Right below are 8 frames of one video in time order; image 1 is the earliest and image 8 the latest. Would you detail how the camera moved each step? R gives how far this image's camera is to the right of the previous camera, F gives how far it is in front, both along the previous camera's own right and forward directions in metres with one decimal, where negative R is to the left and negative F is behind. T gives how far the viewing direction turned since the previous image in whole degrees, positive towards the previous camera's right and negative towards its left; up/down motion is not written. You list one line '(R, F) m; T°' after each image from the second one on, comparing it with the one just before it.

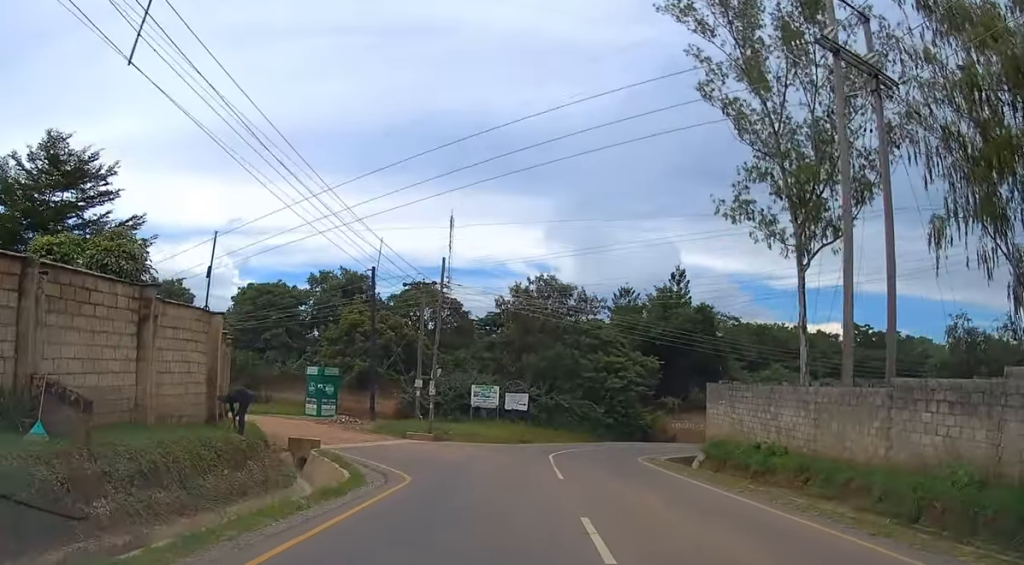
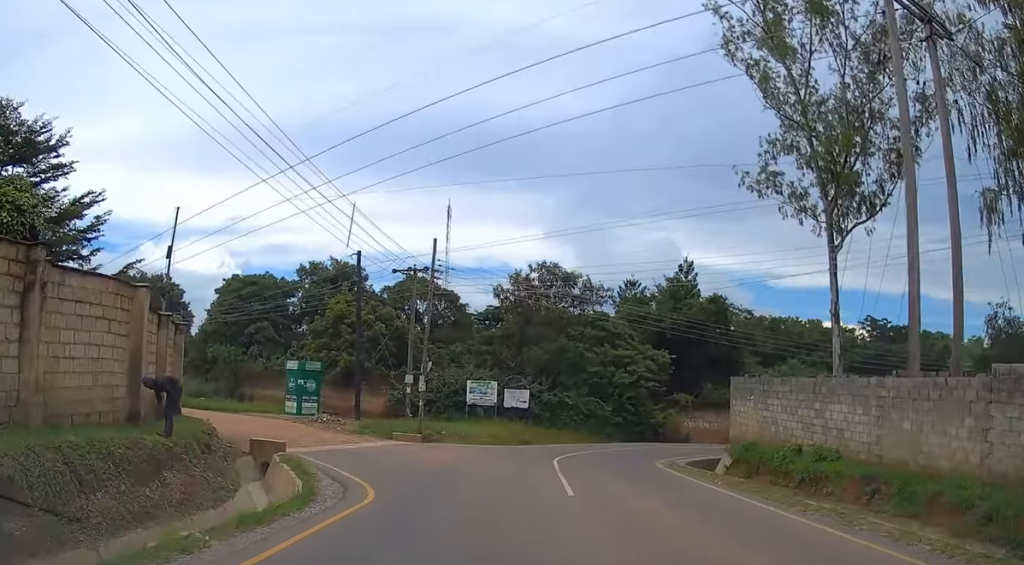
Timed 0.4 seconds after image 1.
(0.0, +3.5) m; -1°
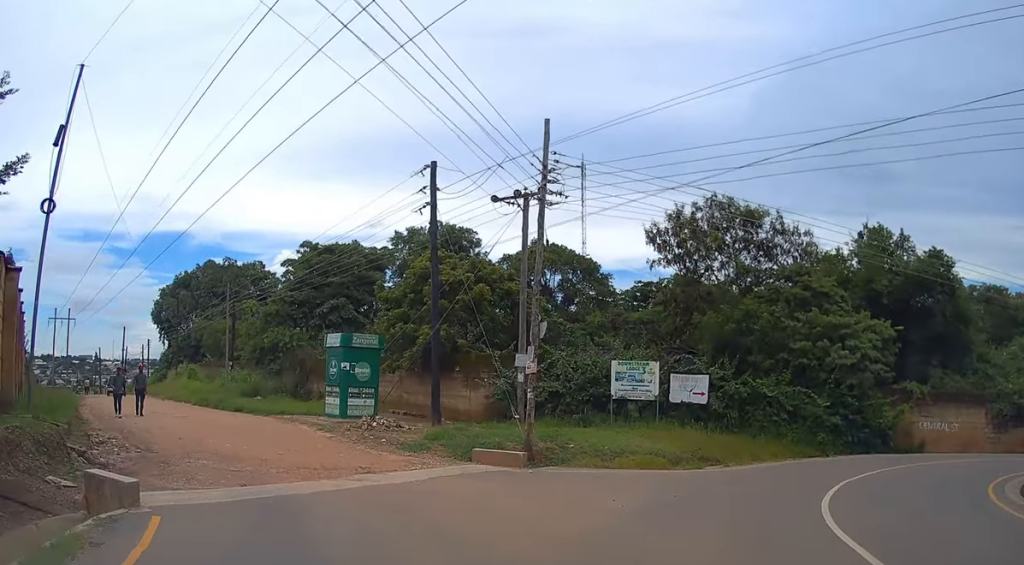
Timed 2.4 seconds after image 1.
(-0.8, +13.7) m; -12°
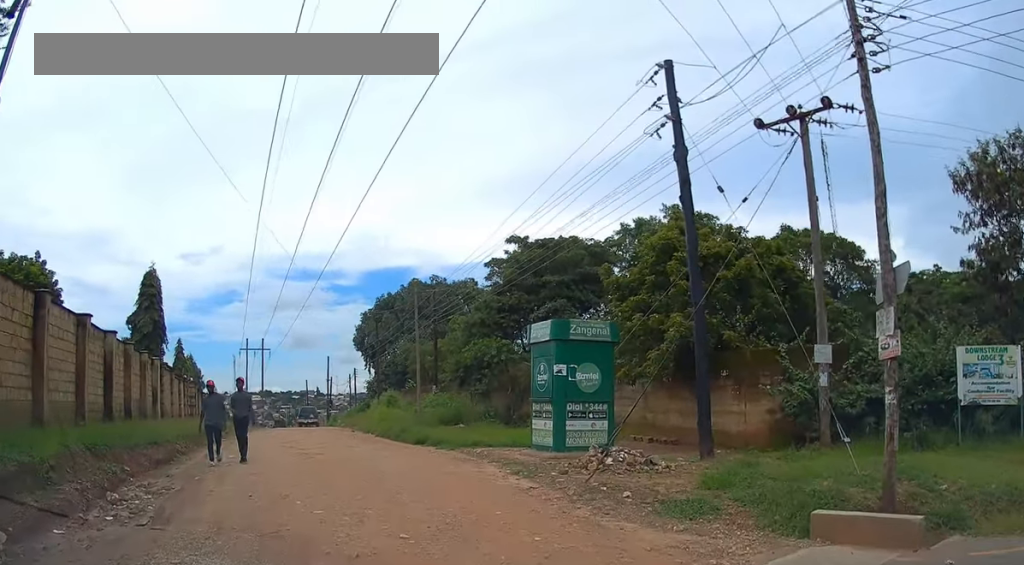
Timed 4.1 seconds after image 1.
(-1.4, +8.0) m; -22°
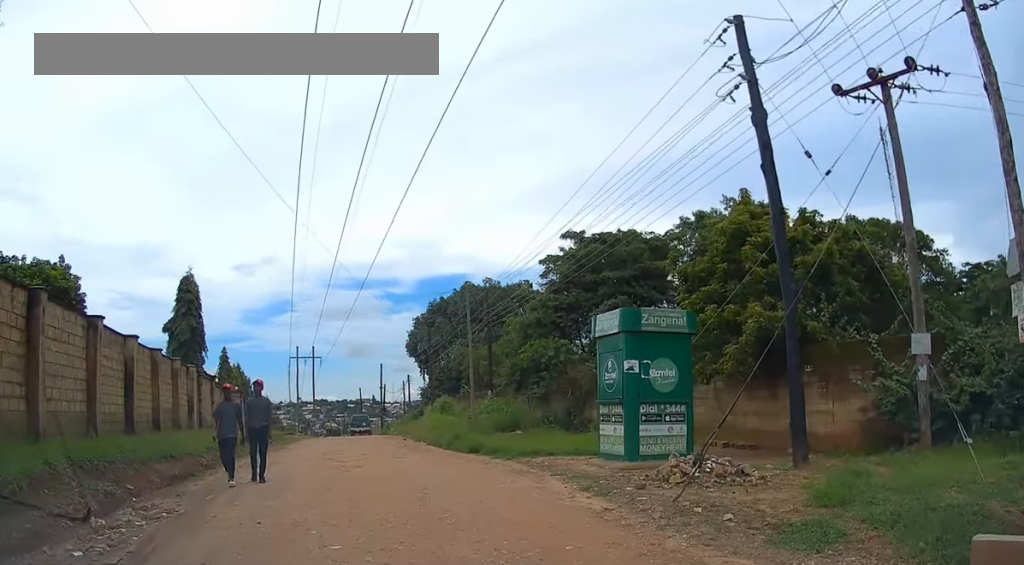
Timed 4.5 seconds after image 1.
(-0.2, +1.8) m; -5°
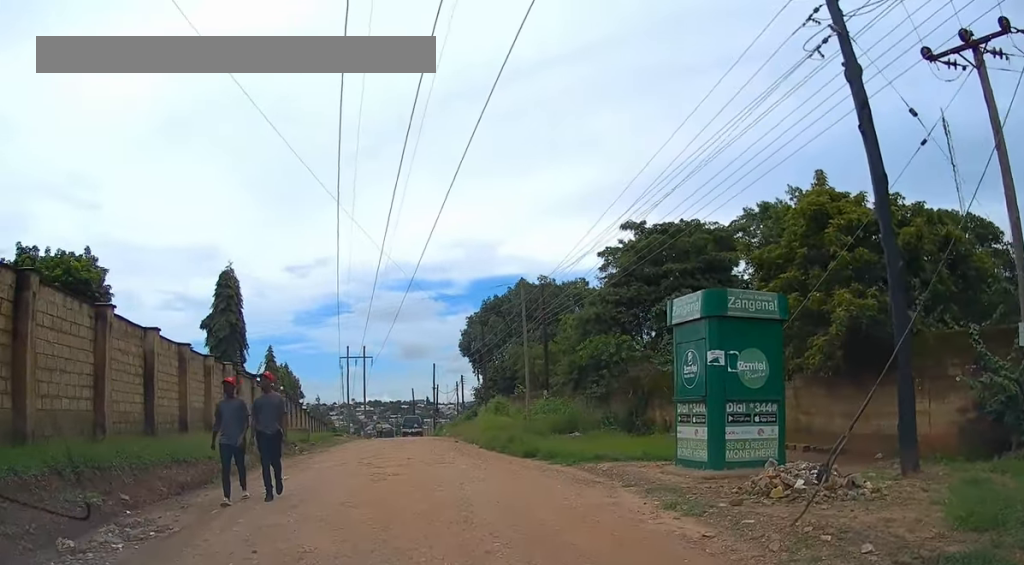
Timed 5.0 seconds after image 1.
(-0.1, +1.7) m; -4°
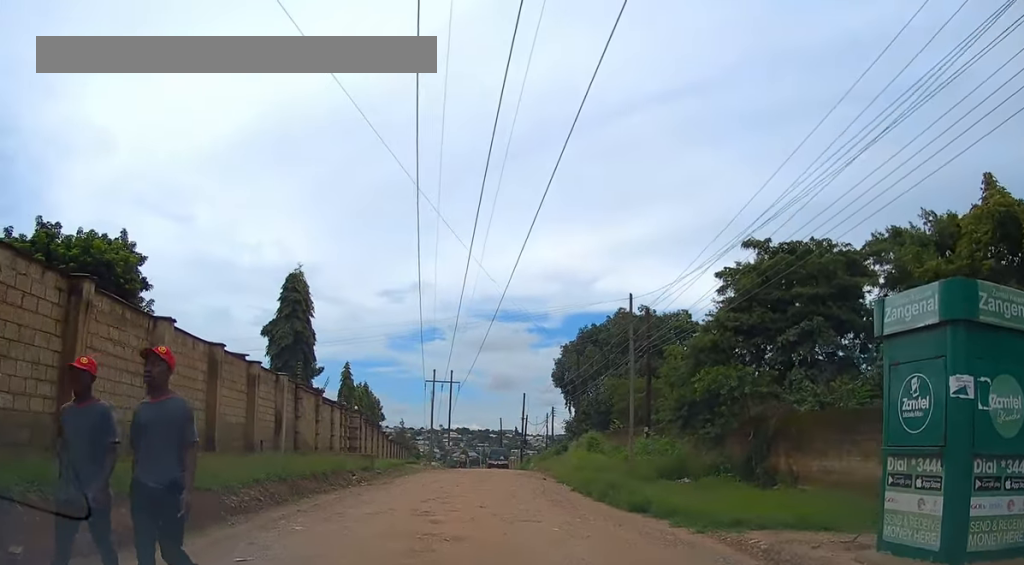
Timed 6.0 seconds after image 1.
(-0.3, +4.0) m; -6°
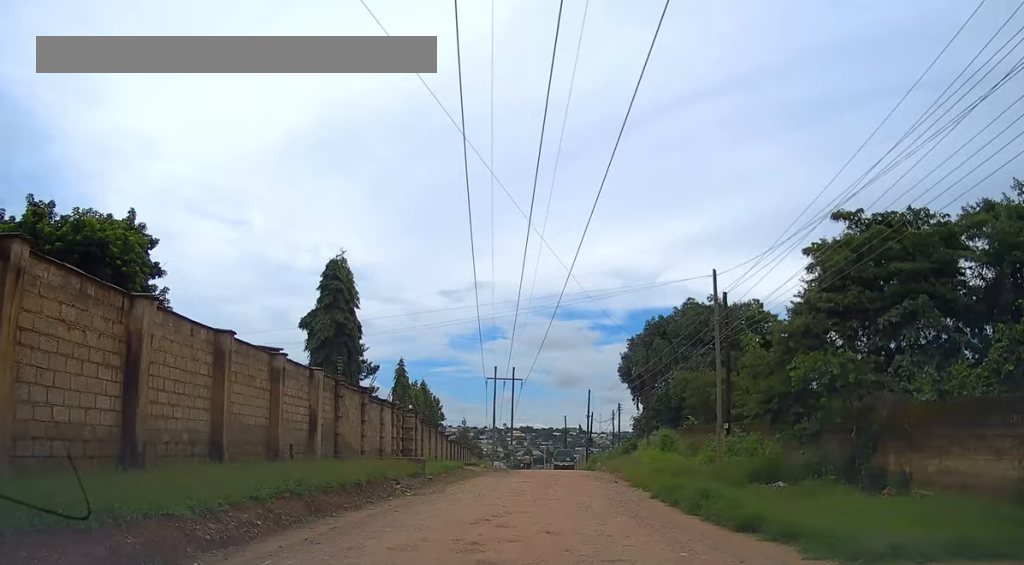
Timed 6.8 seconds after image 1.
(-0.1, +3.1) m; -4°
